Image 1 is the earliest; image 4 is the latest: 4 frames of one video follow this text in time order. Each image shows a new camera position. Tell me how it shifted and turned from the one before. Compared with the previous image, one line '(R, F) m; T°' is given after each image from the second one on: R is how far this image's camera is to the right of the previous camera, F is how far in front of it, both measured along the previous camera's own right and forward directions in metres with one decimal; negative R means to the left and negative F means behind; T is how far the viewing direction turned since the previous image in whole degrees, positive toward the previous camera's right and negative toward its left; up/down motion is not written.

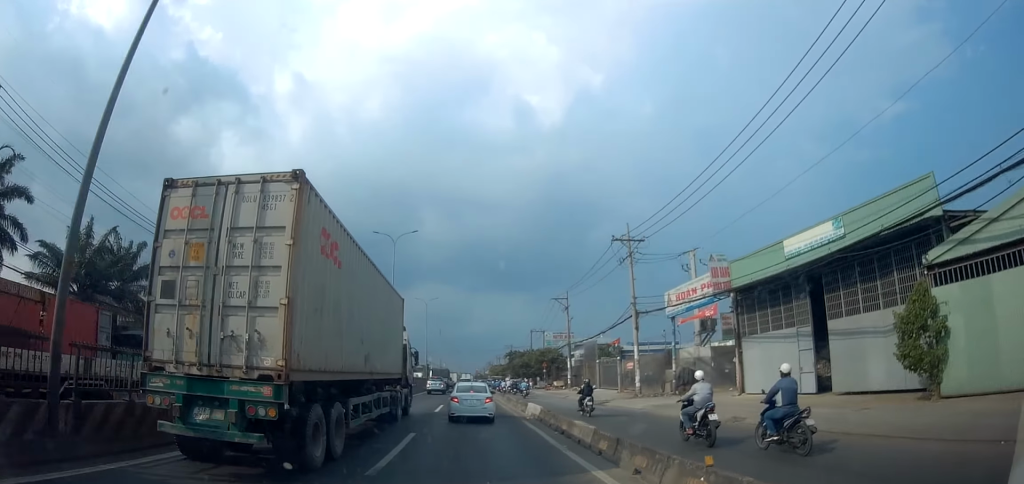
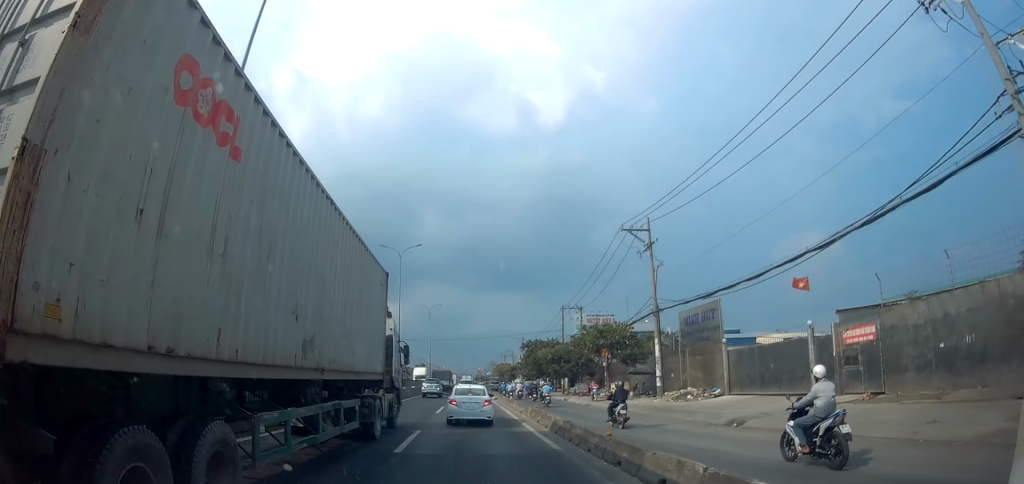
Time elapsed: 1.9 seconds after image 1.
(-0.4, +29.3) m; -3°
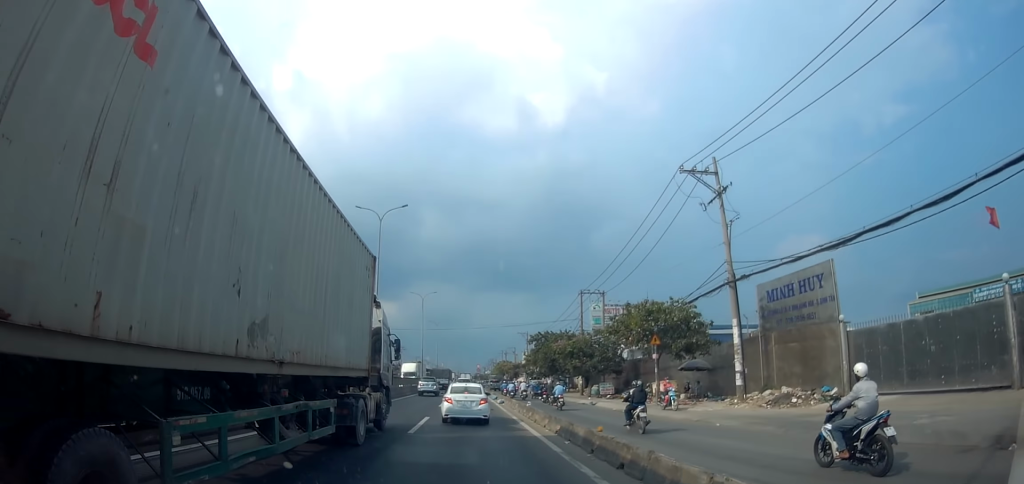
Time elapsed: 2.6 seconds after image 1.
(-0.6, +10.3) m; 0°
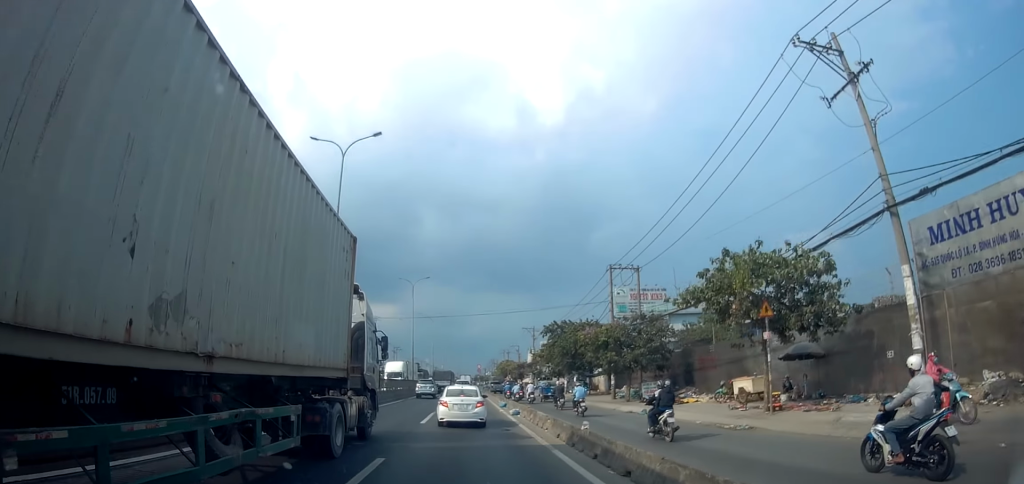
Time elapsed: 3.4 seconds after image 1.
(+0.6, +10.5) m; +3°
